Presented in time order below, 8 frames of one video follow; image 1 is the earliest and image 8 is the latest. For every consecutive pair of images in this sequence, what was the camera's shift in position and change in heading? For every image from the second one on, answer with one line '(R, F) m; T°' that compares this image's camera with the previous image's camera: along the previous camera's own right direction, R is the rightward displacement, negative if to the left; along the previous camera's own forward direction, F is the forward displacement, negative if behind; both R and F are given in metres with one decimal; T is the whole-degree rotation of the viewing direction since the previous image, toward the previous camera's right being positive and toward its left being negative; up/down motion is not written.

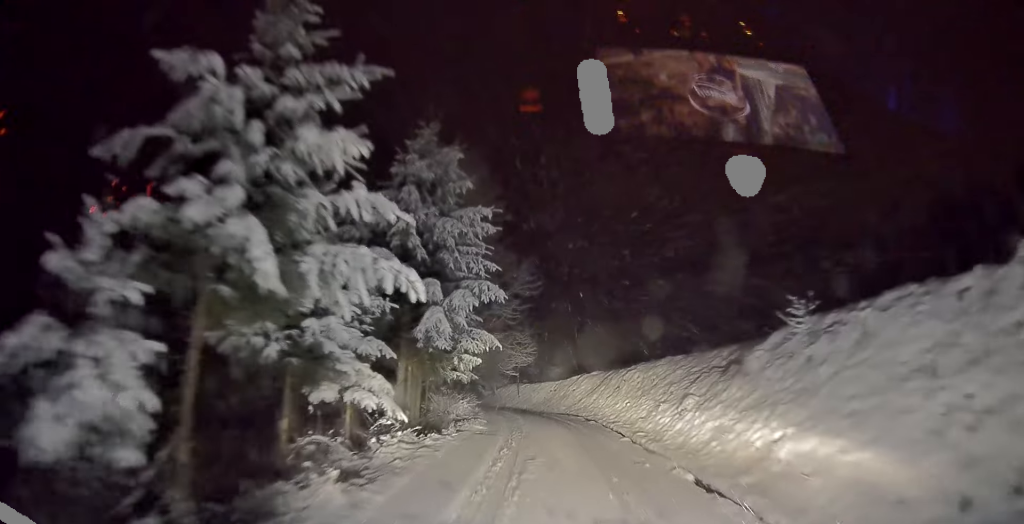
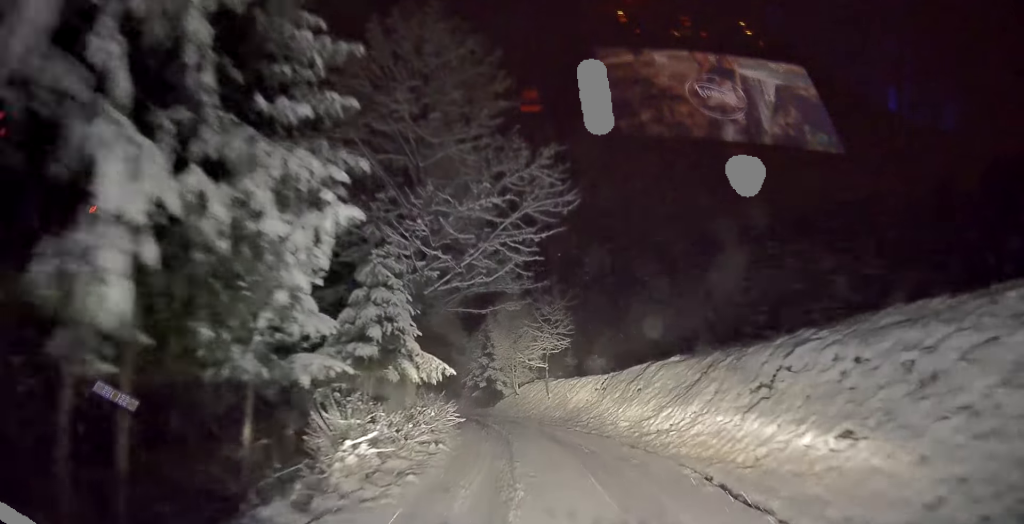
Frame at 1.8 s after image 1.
(-0.2, +12.4) m; -2°
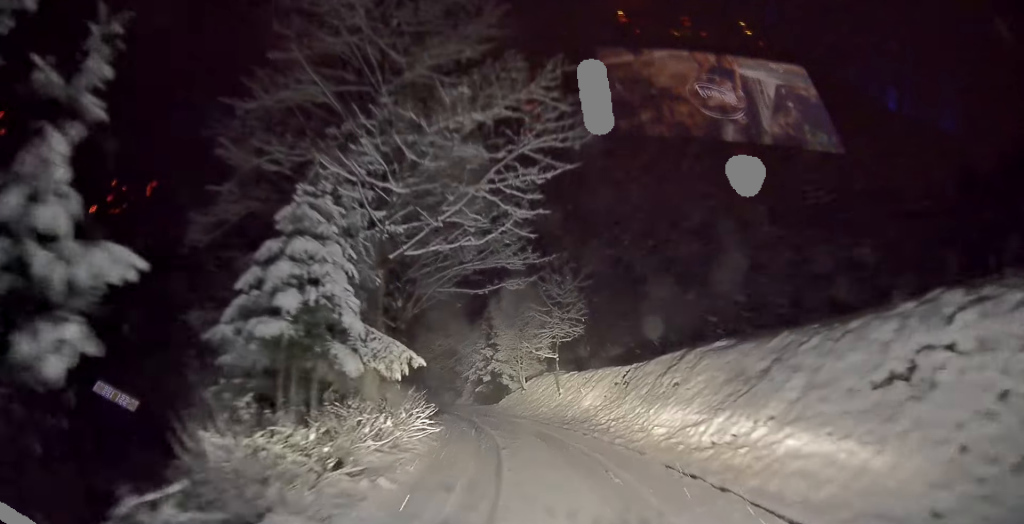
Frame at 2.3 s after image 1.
(0.0, +3.7) m; -3°
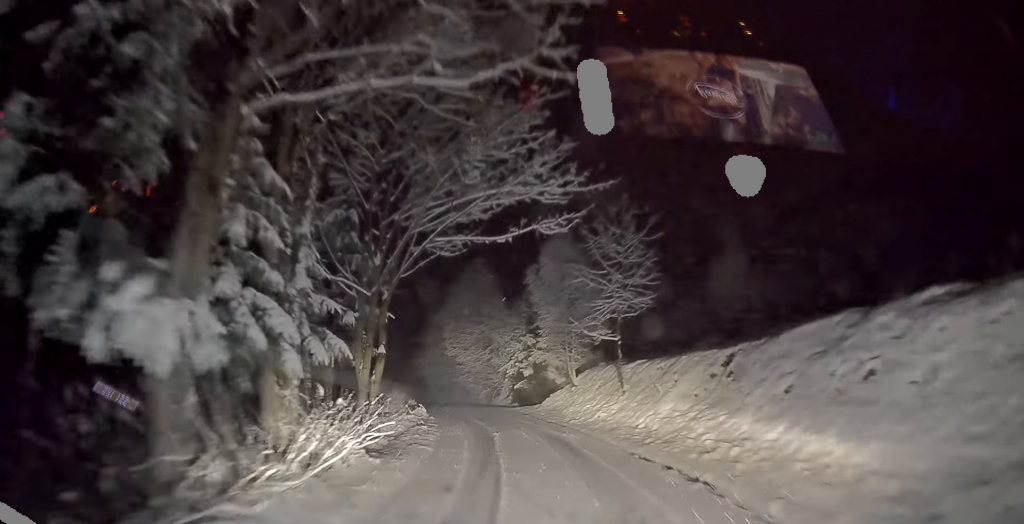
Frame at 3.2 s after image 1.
(-0.3, +6.4) m; -5°
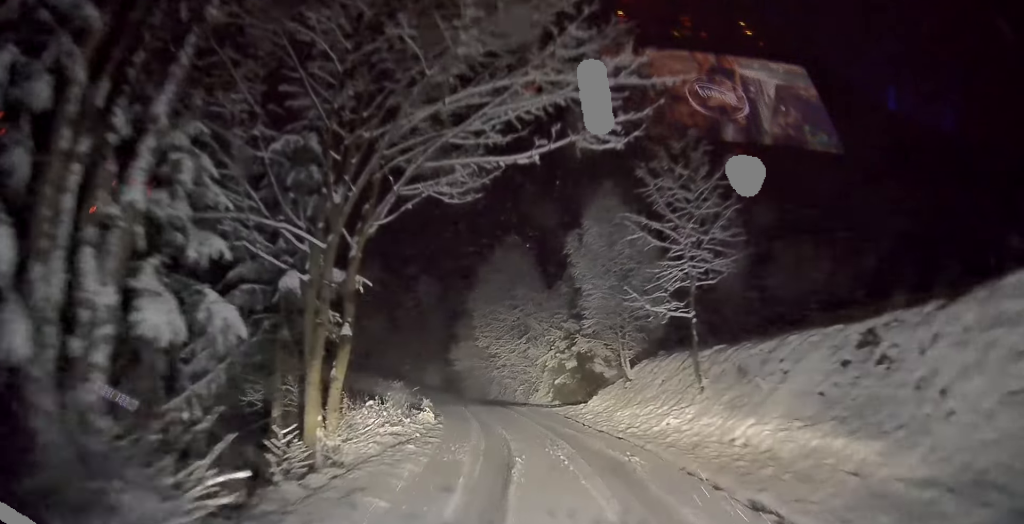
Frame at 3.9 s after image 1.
(-0.2, +4.8) m; -3°
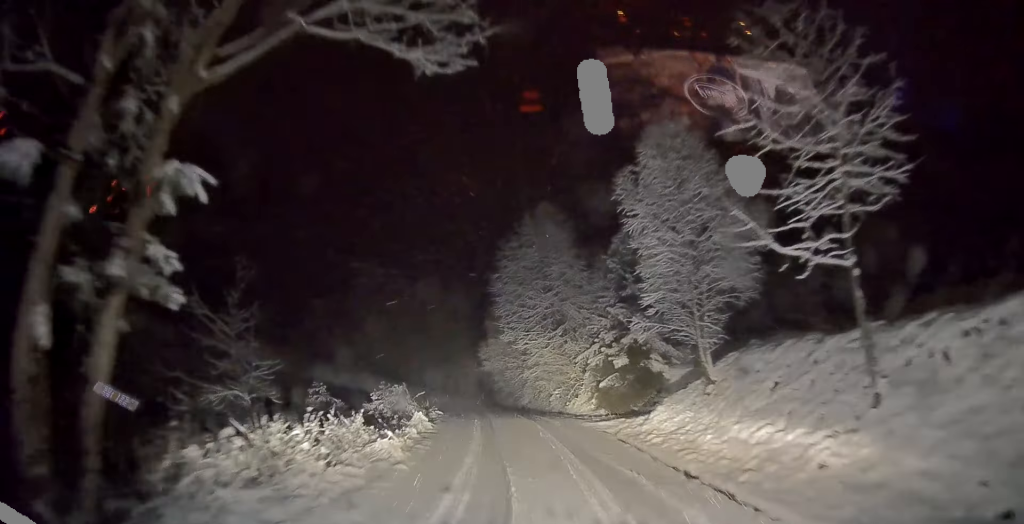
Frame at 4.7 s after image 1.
(-0.1, +6.7) m; -3°
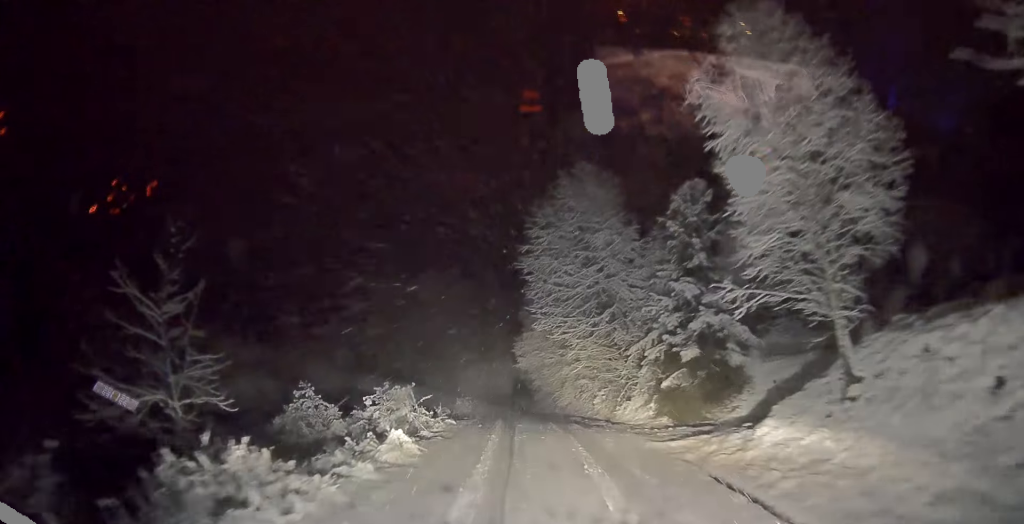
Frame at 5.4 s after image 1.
(-0.3, +5.1) m; -2°
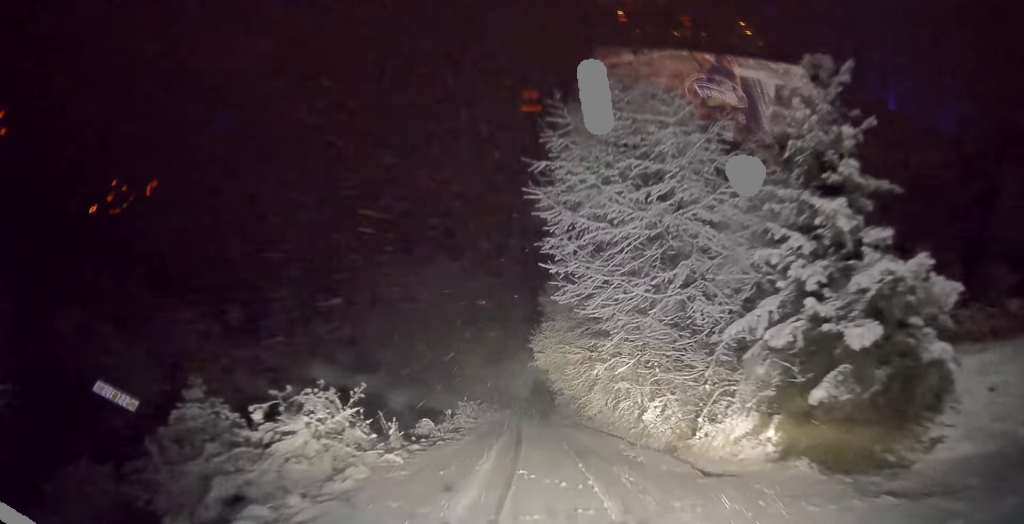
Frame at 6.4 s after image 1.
(-0.2, +8.0) m; -1°
